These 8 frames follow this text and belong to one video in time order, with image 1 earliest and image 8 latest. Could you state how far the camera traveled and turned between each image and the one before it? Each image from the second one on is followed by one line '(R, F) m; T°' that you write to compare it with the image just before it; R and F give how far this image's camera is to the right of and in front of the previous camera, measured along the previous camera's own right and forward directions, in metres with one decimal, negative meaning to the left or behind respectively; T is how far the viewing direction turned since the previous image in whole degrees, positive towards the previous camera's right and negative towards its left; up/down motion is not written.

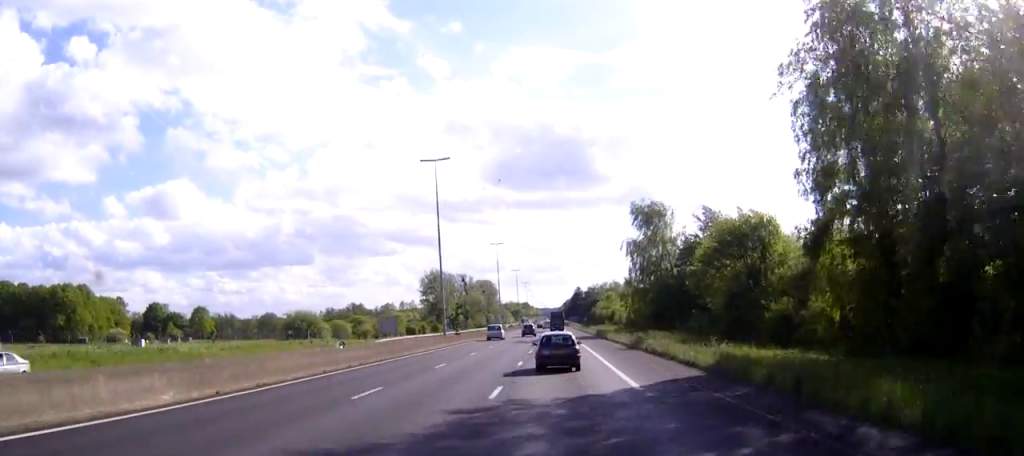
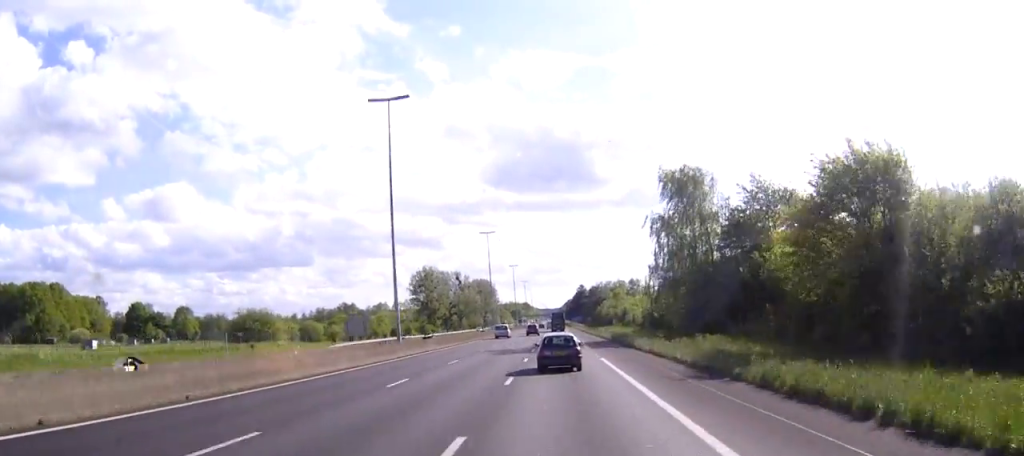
(0.0, +22.4) m; 0°
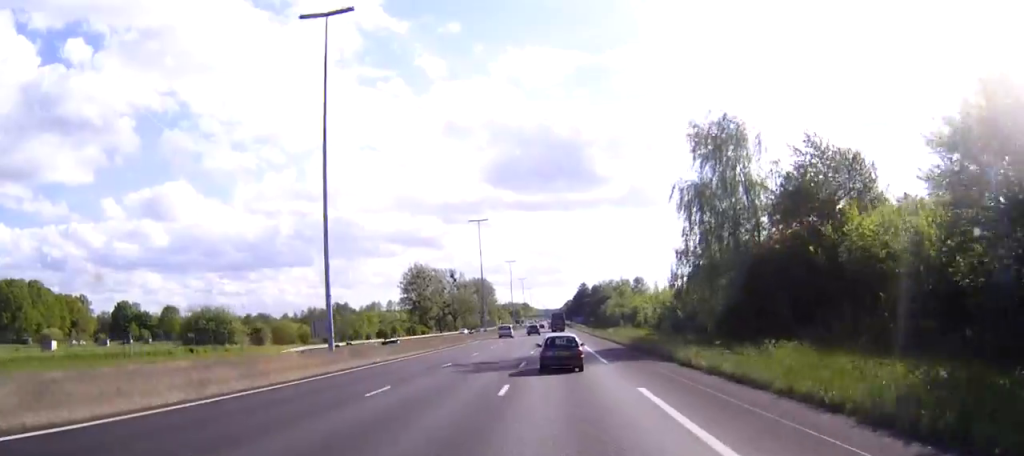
(0.0, +15.7) m; 0°
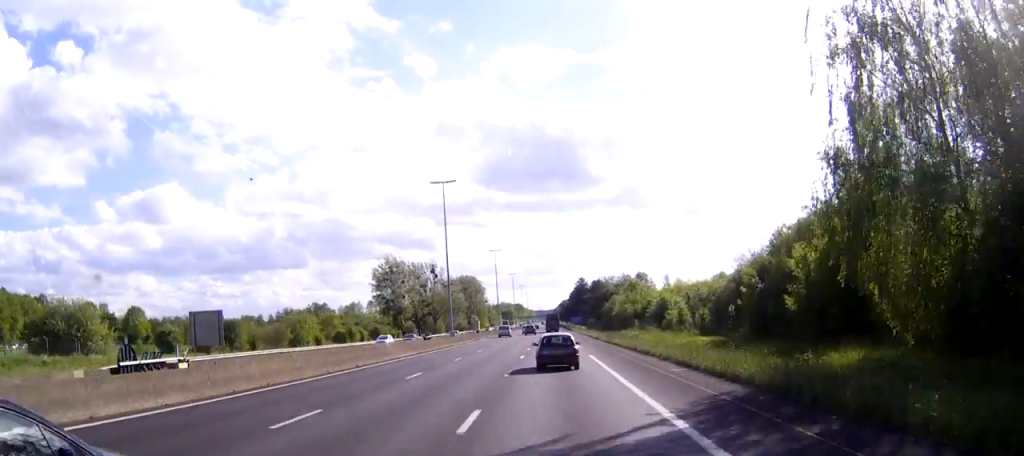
(+0.1, +32.3) m; 0°
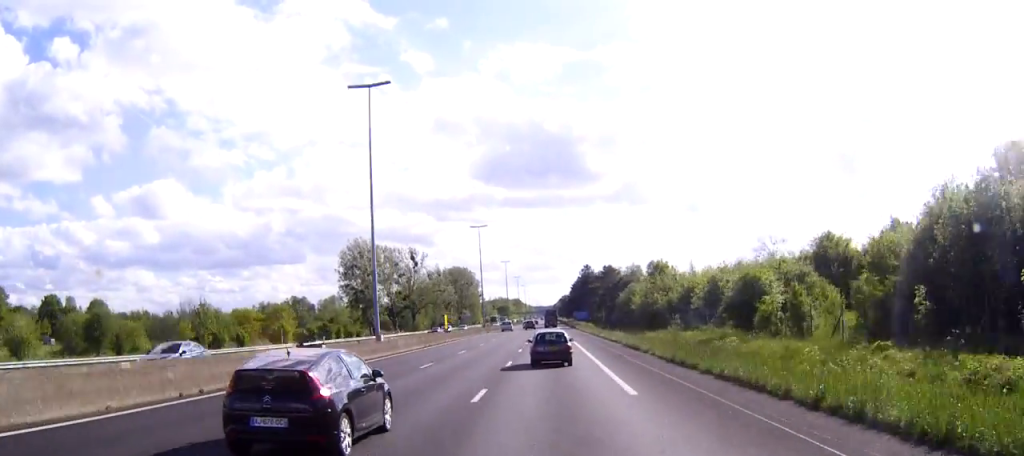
(0.0, +34.9) m; 0°
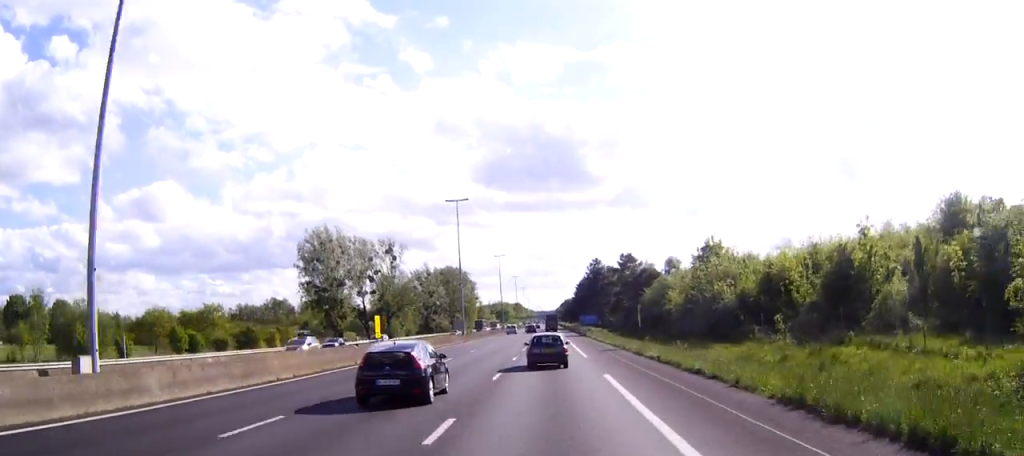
(0.0, +31.7) m; 0°
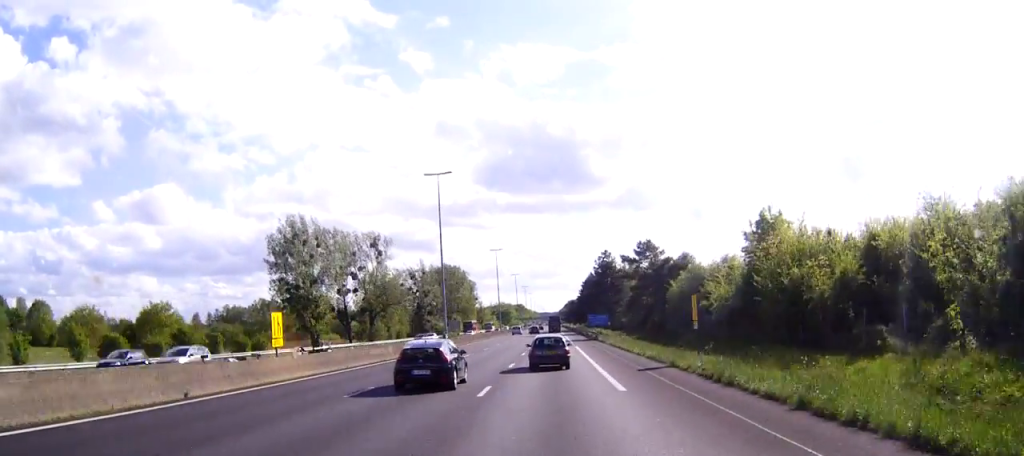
(0.0, +18.4) m; 0°
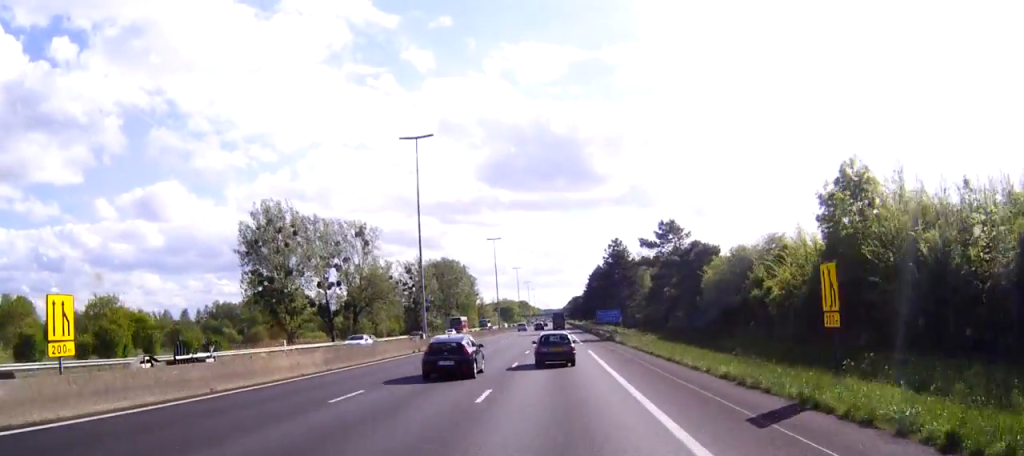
(0.0, +15.1) m; 0°
